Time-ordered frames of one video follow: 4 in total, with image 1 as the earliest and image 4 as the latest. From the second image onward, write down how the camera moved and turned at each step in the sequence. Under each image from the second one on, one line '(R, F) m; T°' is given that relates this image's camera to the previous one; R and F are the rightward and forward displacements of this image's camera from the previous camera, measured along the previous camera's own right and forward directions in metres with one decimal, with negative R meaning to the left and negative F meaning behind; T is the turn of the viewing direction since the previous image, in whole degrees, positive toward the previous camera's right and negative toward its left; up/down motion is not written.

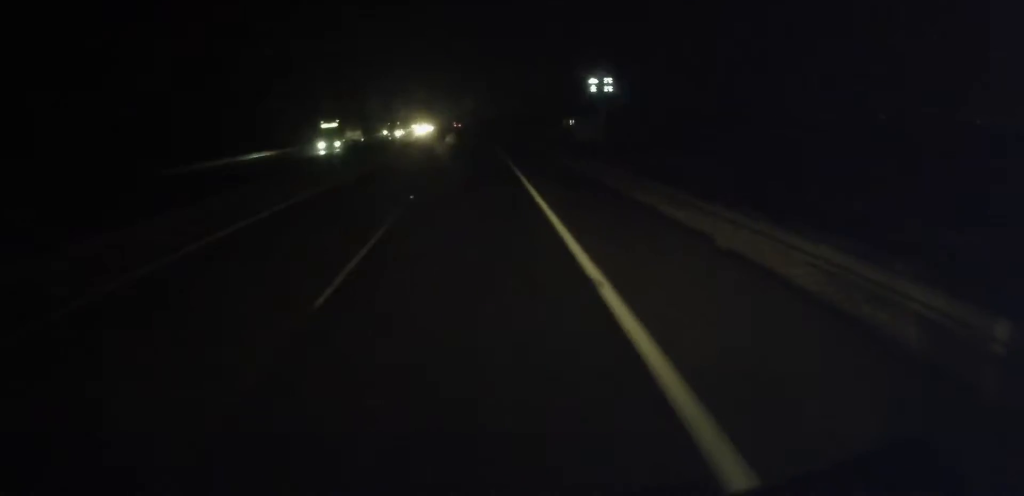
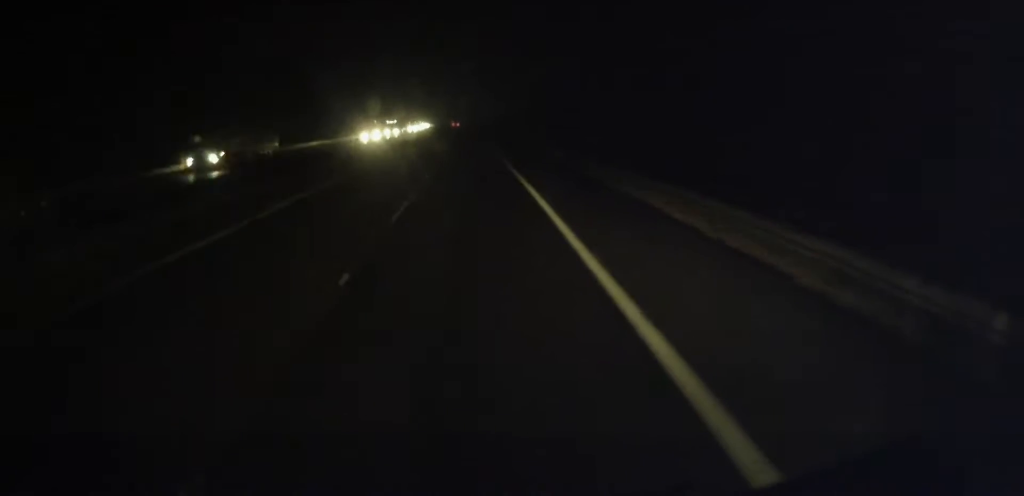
(-1.9, +119.9) m; -2°
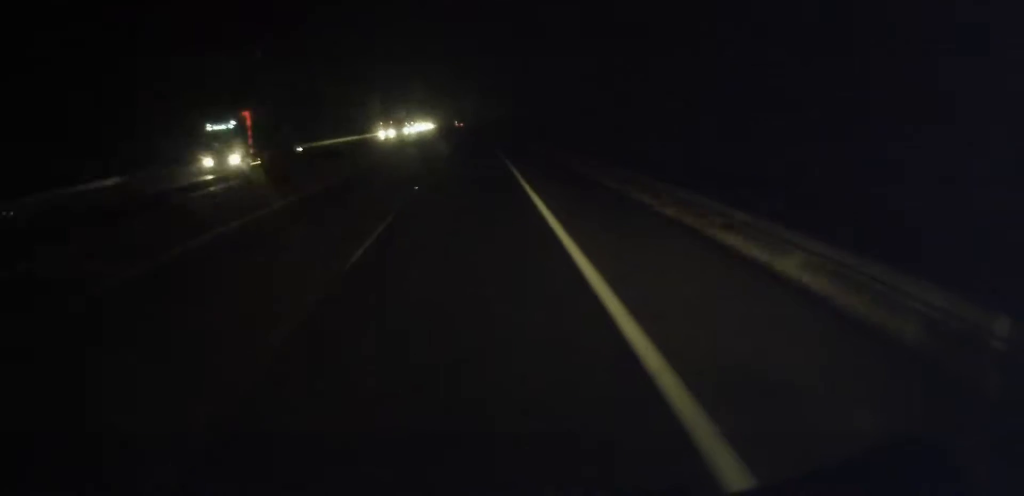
(-0.6, +77.5) m; -1°
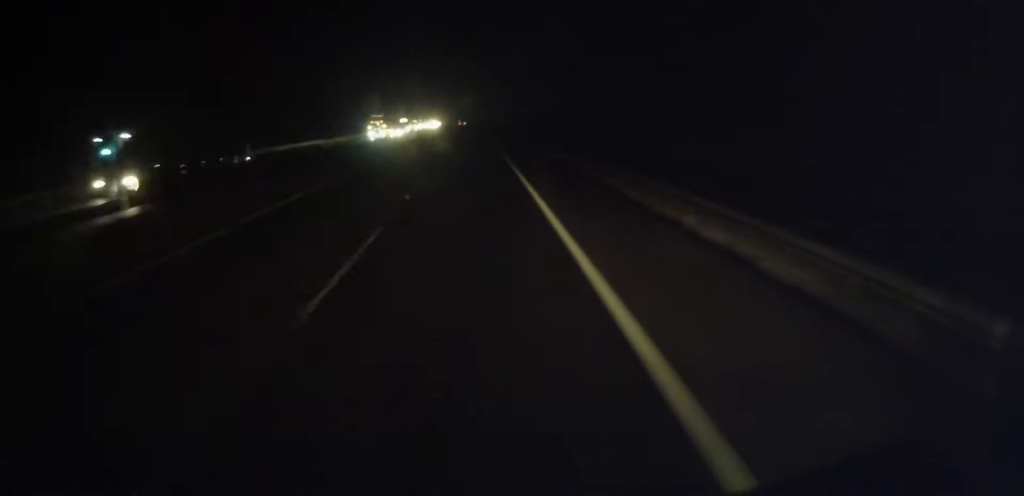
(-1.5, +129.4) m; -1°
